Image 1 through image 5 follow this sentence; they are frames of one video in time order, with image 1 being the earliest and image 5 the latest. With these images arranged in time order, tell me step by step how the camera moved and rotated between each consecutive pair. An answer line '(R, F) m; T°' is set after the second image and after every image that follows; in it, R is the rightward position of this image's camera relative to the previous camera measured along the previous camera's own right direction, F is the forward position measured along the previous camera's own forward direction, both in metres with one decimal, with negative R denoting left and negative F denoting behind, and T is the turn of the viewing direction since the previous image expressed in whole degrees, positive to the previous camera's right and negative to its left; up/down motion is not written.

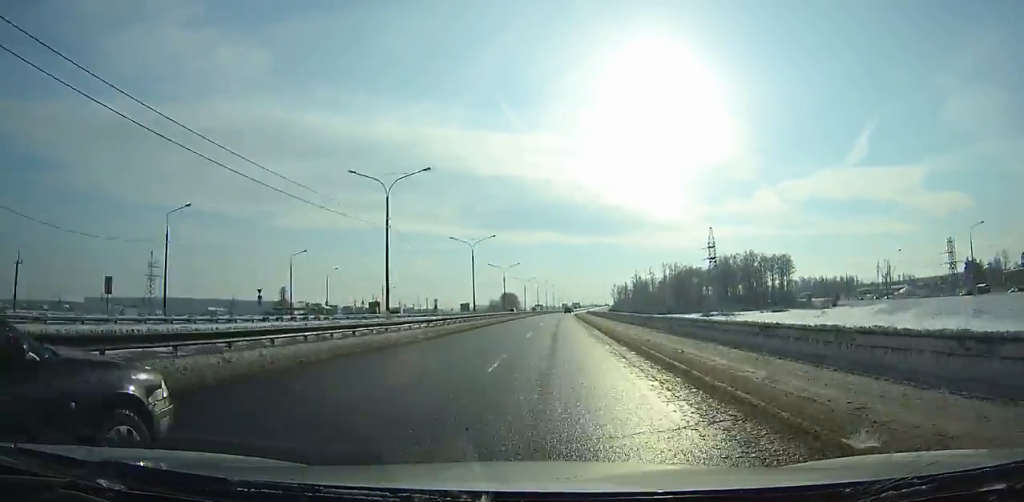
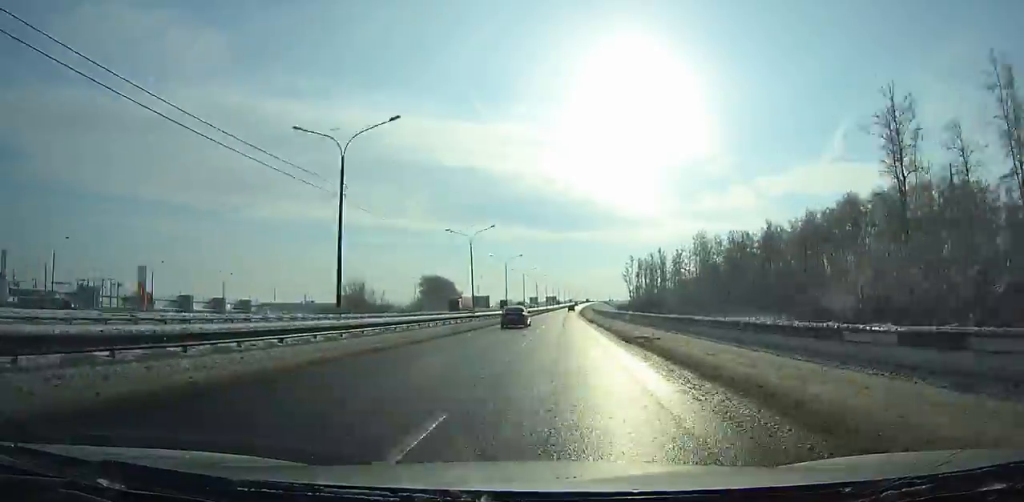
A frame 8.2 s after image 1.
(+5.6, +218.5) m; +3°
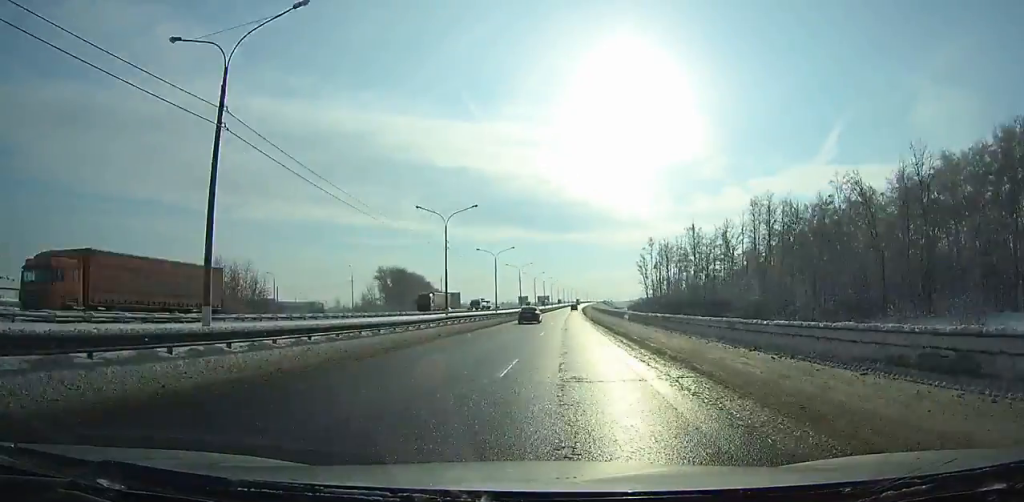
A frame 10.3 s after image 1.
(+0.2, +56.7) m; +1°
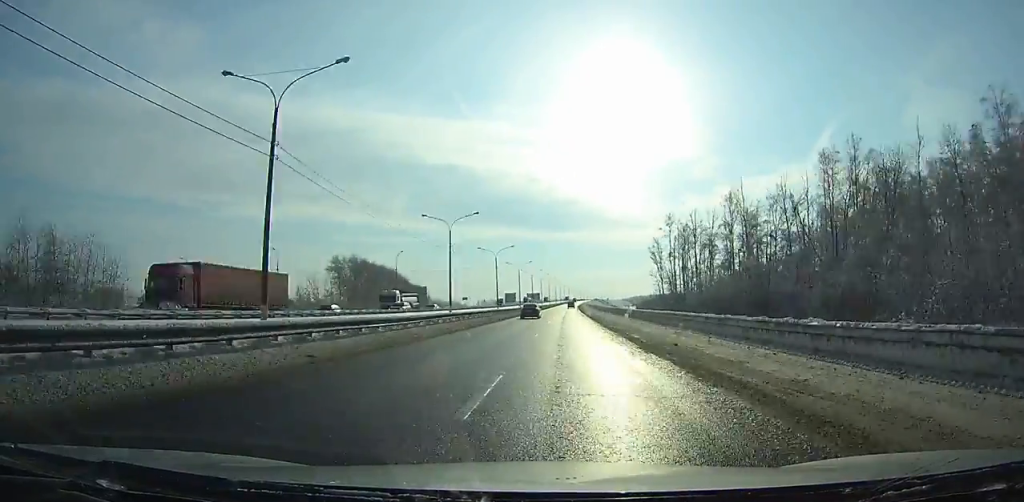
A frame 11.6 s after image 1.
(+0.3, +35.4) m; 0°
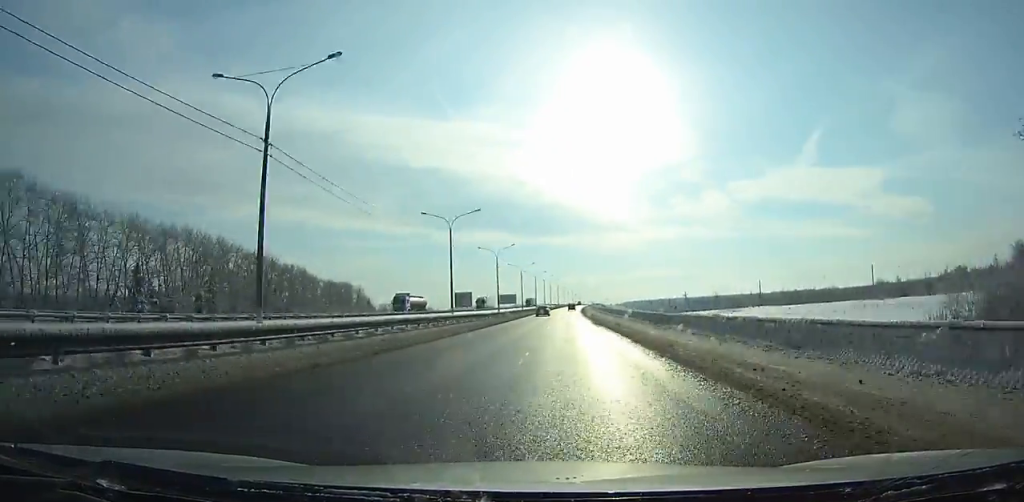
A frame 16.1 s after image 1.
(+0.9, +122.9) m; +1°
